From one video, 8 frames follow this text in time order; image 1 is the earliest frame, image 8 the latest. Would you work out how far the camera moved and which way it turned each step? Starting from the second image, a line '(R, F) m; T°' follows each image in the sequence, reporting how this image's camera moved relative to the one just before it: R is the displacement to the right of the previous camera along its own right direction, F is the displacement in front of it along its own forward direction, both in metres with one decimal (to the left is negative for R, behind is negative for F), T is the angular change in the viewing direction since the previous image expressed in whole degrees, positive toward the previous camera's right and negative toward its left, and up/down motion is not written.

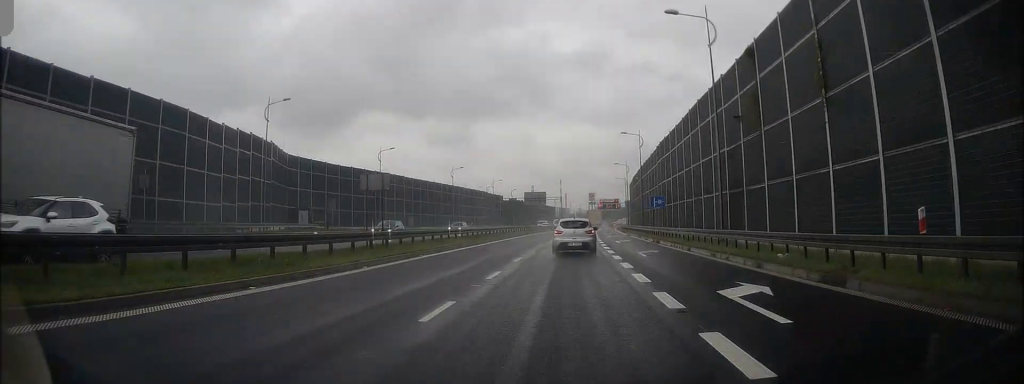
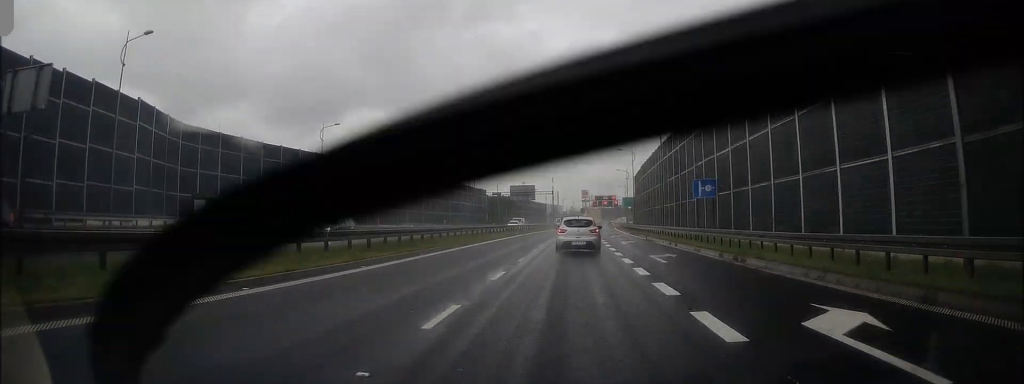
(+0.2, +18.6) m; +1°
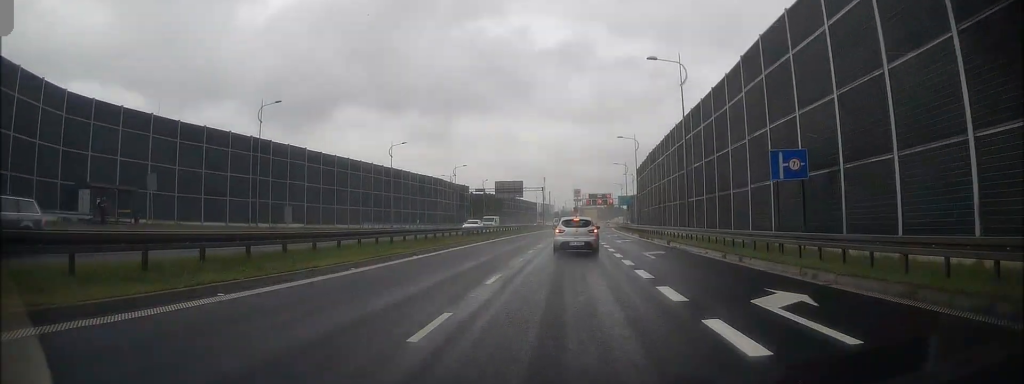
(+0.1, +12.8) m; +1°
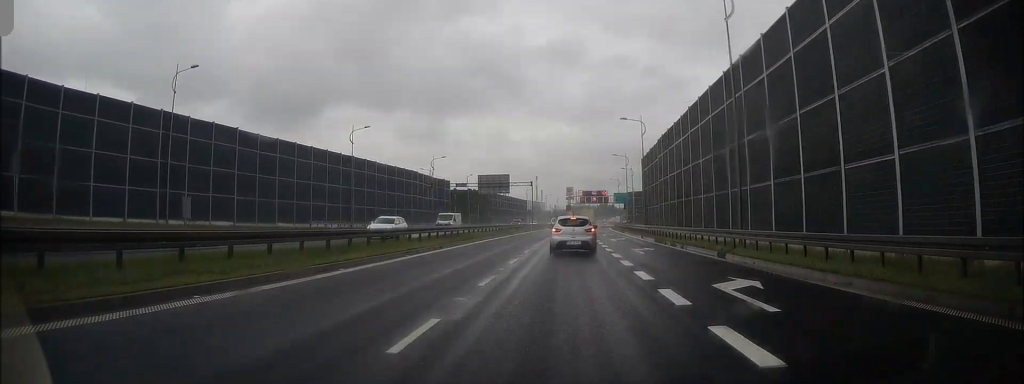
(+0.1, +12.6) m; 0°
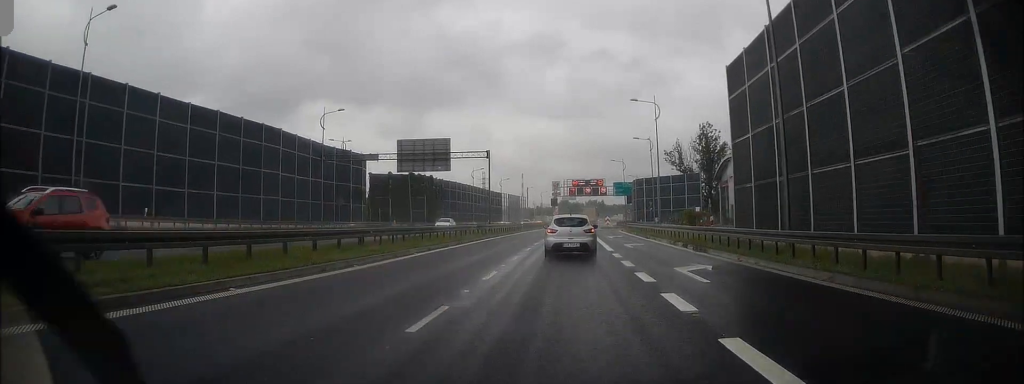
(+0.4, +41.2) m; +2°
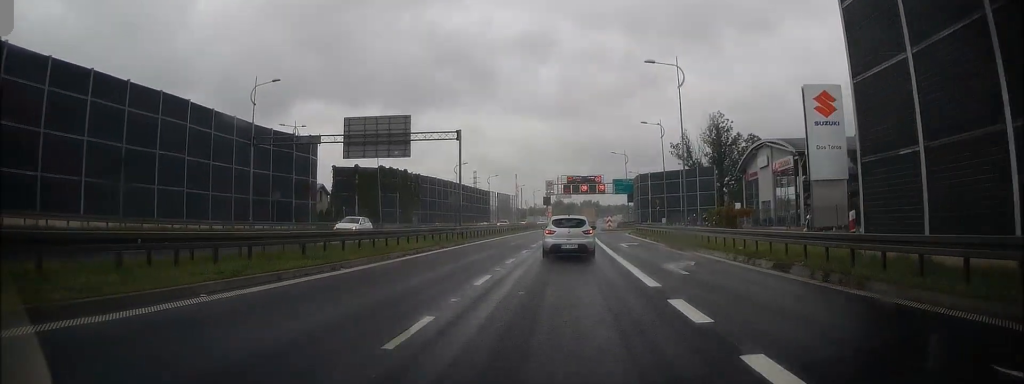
(+0.2, +12.9) m; 0°
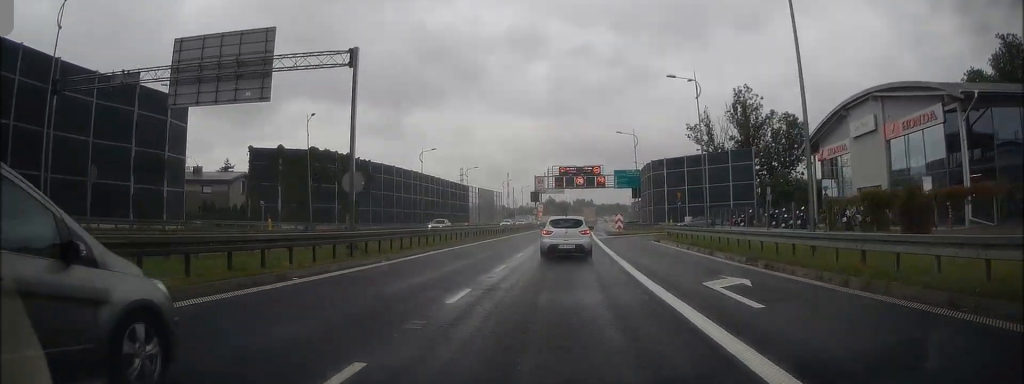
(-0.1, +20.8) m; +1°
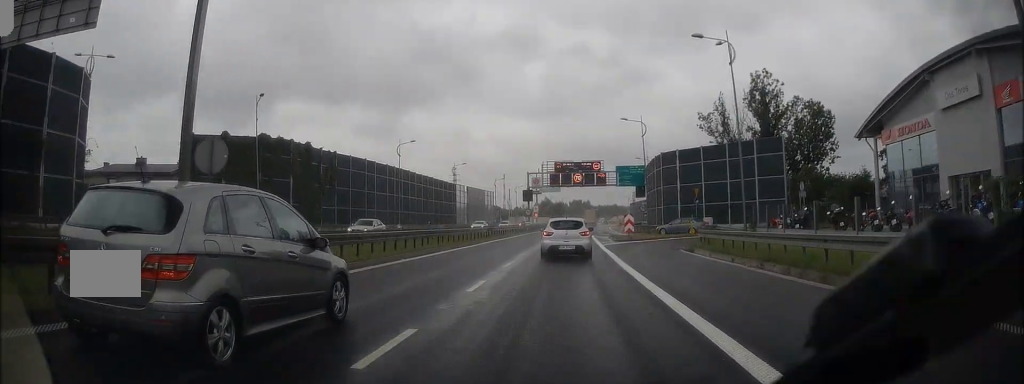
(+0.2, +10.1) m; 0°
